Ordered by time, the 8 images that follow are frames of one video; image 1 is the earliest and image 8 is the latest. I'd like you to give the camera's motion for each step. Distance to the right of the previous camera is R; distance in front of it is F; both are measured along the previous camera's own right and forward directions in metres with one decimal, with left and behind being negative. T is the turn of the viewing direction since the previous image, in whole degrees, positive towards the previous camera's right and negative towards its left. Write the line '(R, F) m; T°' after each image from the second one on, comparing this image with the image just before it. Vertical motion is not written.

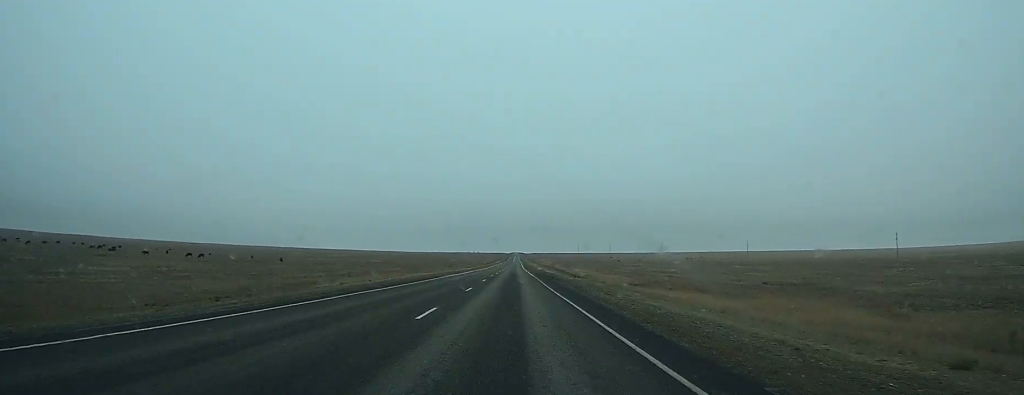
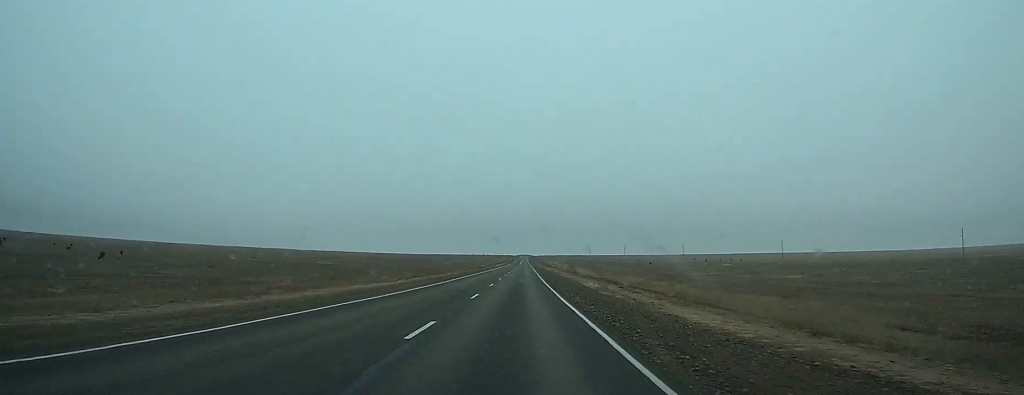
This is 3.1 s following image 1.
(-0.2, +71.4) m; 0°
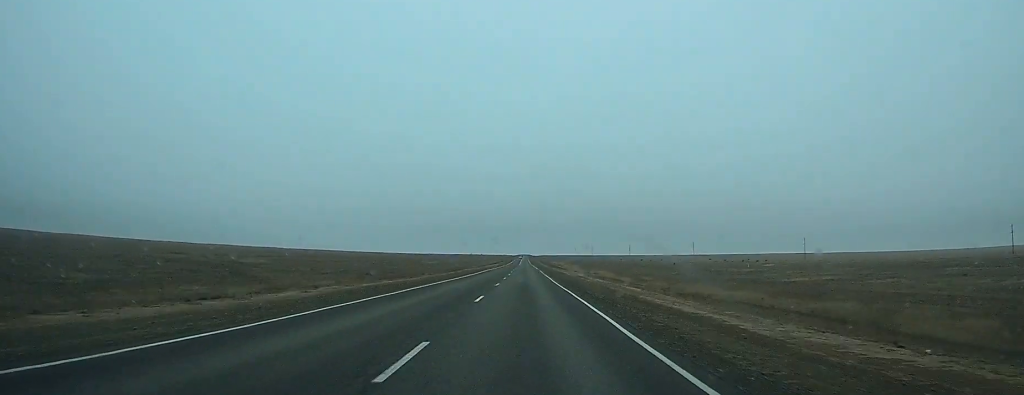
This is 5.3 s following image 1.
(0.0, +53.8) m; 0°
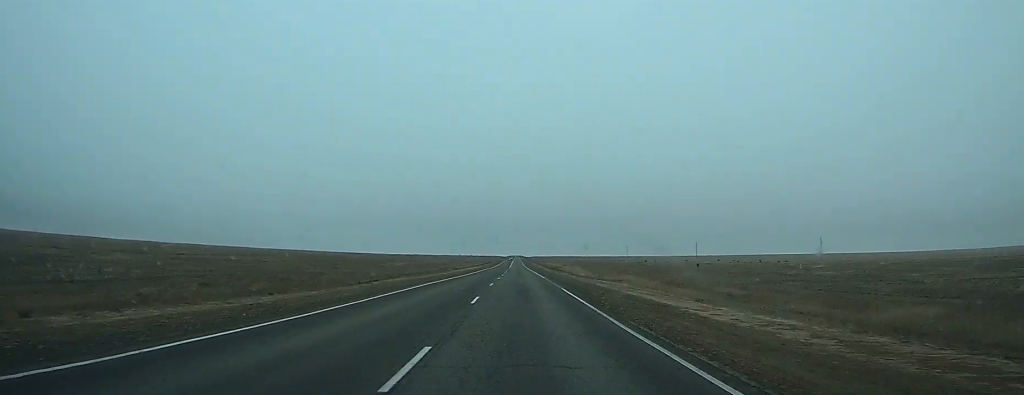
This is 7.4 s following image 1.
(+0.2, +50.8) m; +1°
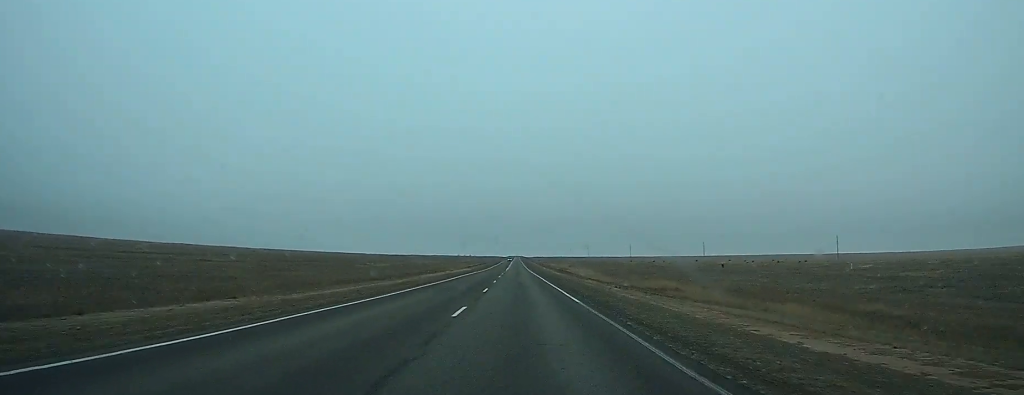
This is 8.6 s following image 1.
(+0.2, +28.3) m; 0°
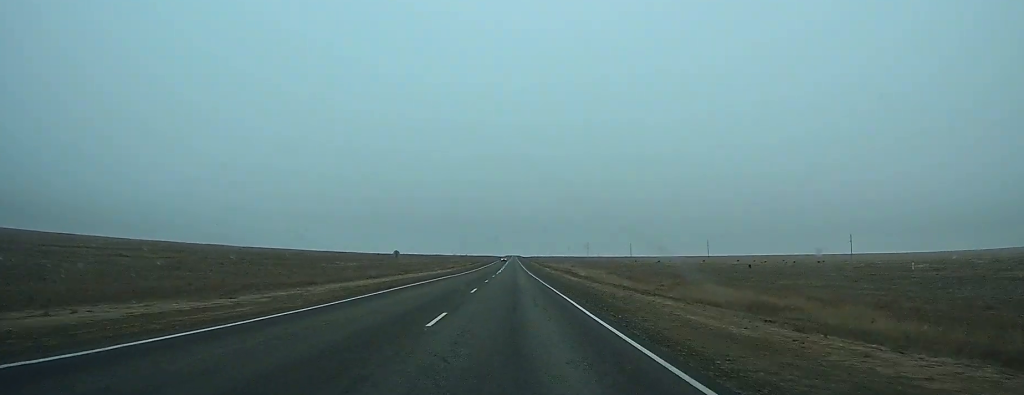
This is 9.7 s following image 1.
(+0.1, +26.5) m; 0°
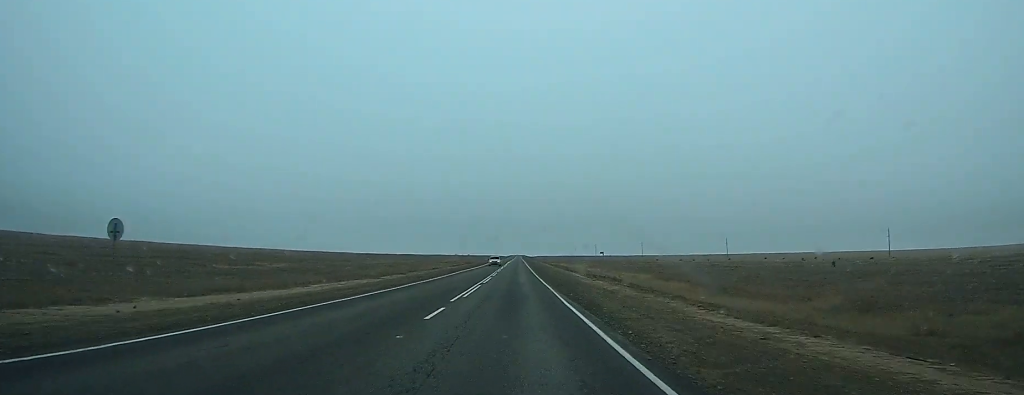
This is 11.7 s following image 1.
(0.0, +45.3) m; 0°
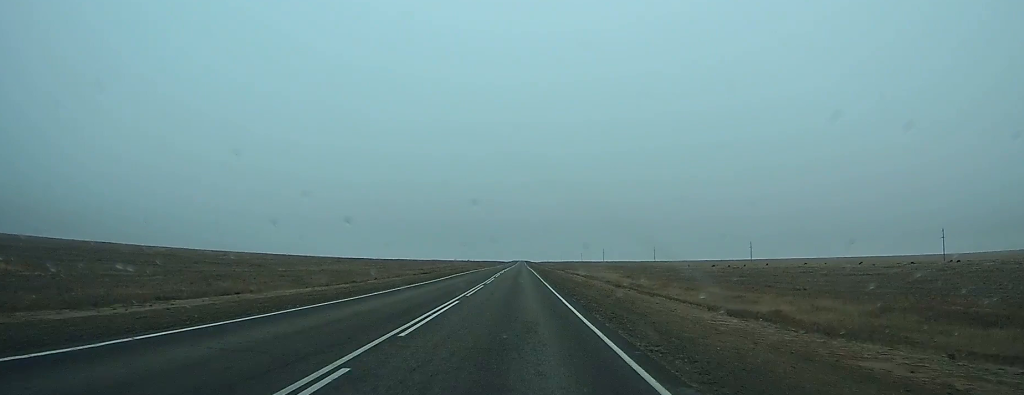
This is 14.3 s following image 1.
(-0.3, +58.7) m; 0°
